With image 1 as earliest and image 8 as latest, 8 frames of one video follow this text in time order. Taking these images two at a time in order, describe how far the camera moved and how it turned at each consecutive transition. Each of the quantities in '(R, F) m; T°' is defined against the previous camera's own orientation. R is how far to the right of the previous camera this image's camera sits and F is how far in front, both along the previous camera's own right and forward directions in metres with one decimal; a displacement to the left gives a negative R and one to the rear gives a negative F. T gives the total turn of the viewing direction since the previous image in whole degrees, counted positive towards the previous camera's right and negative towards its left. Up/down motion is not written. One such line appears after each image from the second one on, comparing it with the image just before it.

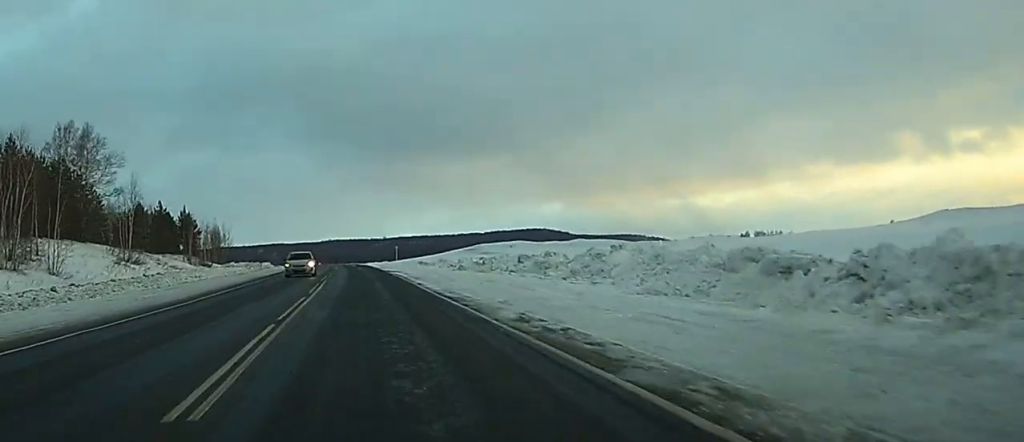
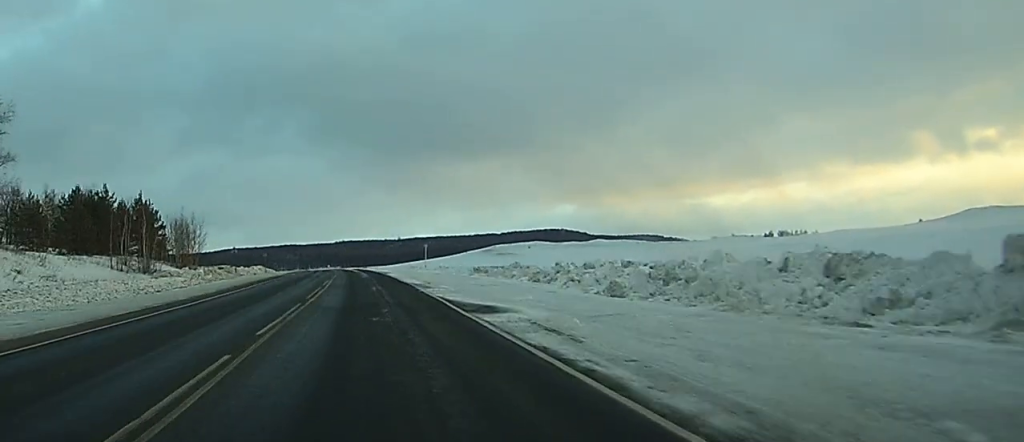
(-0.5, +38.6) m; -1°
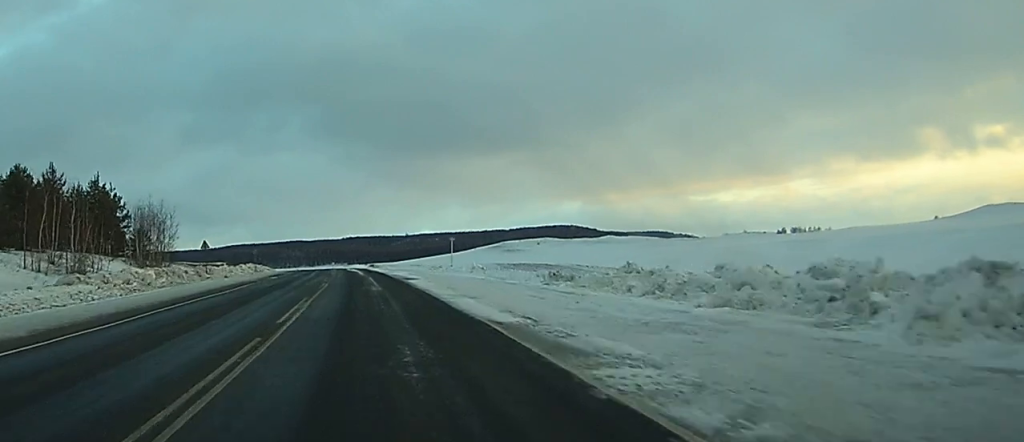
(-0.1, +21.8) m; 0°
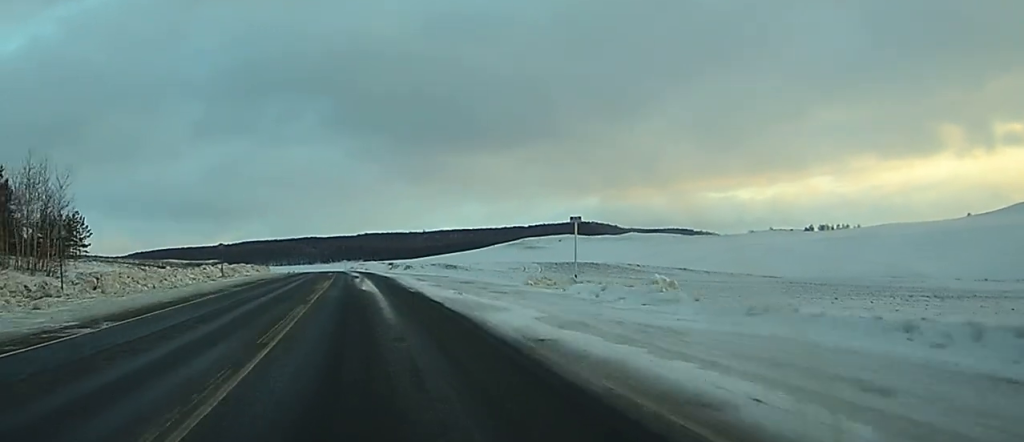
(+0.3, +39.6) m; -1°
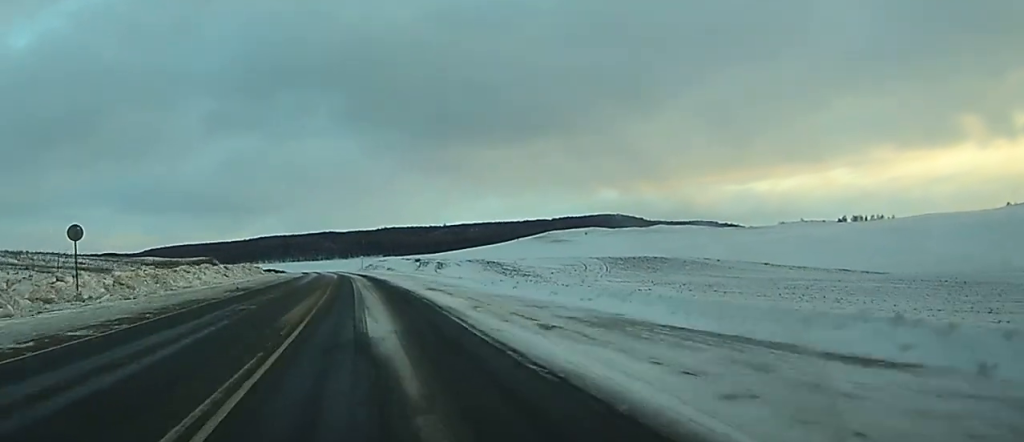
(-1.5, +46.3) m; -2°
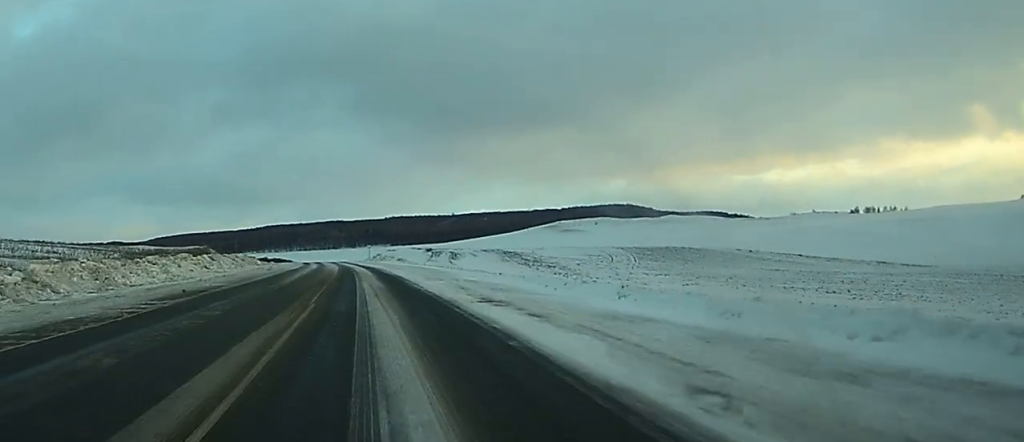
(+0.1, +14.7) m; 0°
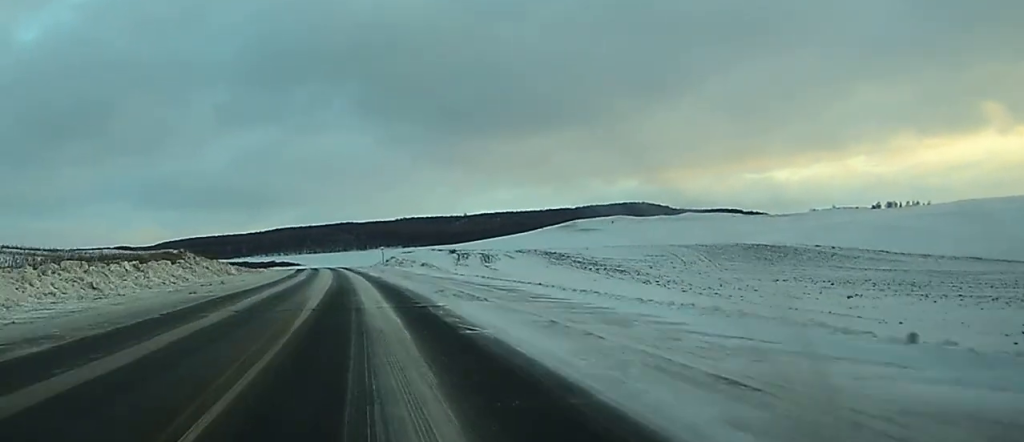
(-0.1, +32.8) m; -1°
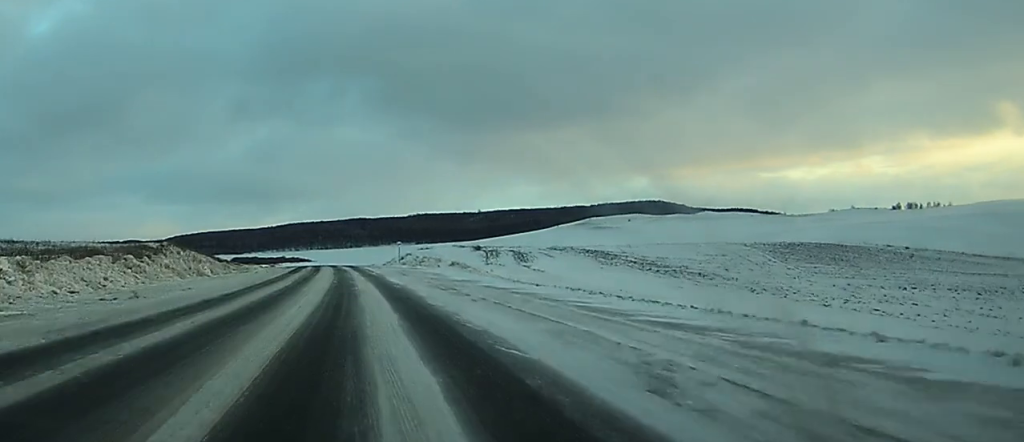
(-0.1, +21.0) m; -1°
